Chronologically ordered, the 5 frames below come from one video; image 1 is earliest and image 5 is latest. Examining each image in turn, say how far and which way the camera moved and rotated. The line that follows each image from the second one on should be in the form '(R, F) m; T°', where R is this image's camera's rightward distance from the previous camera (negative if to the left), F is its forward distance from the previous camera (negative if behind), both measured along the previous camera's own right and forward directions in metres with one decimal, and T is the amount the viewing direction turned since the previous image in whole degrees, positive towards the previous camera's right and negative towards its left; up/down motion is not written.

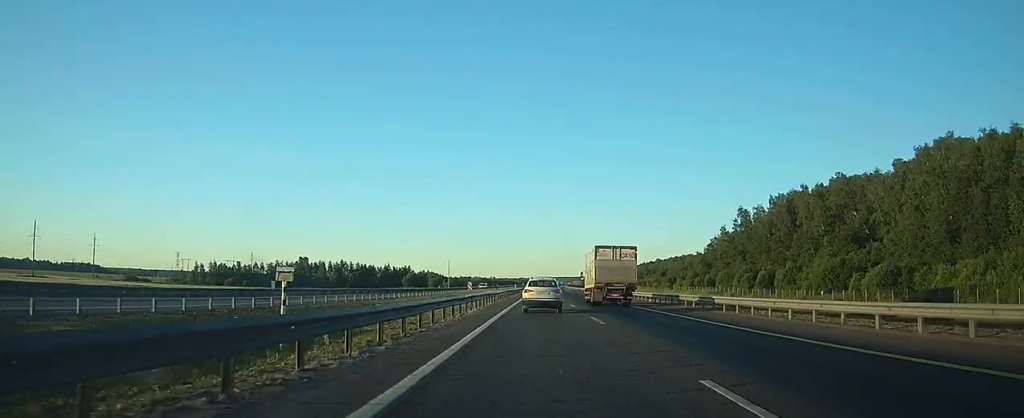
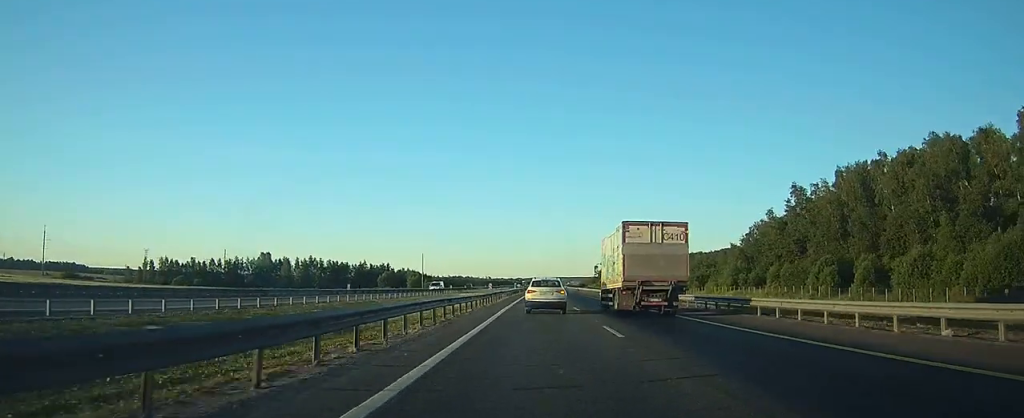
(+0.1, +37.0) m; 0°
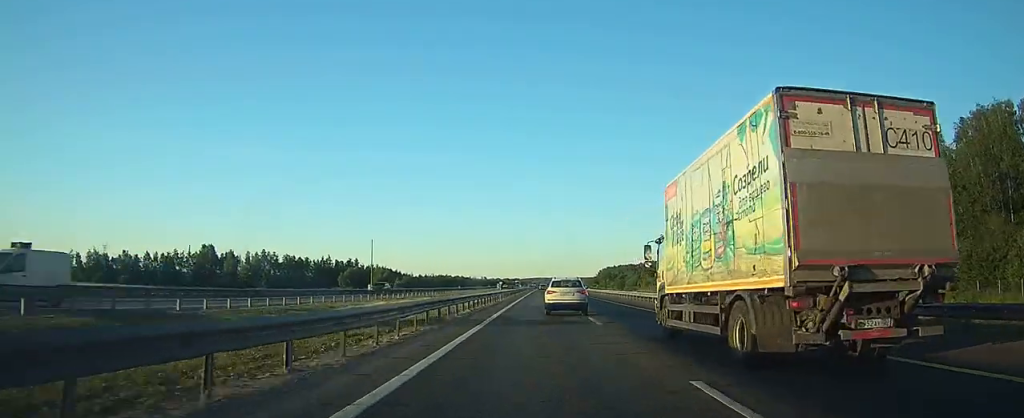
(+0.1, +42.9) m; 0°
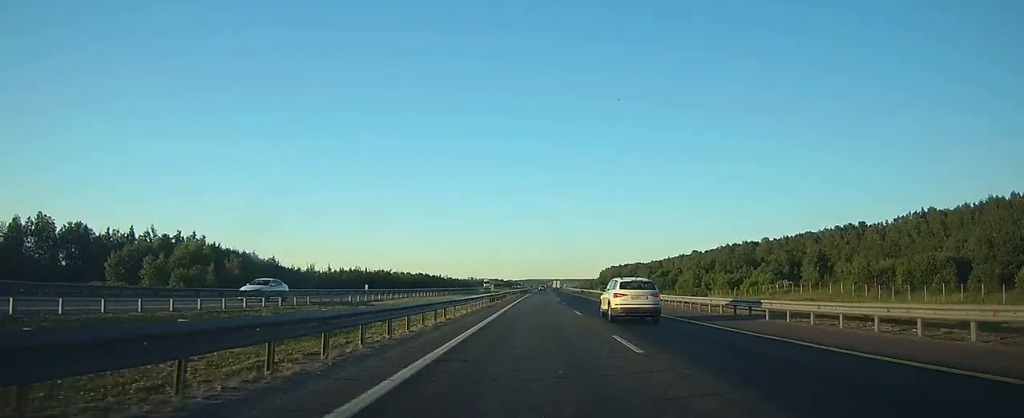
(+0.6, +104.1) m; 0°
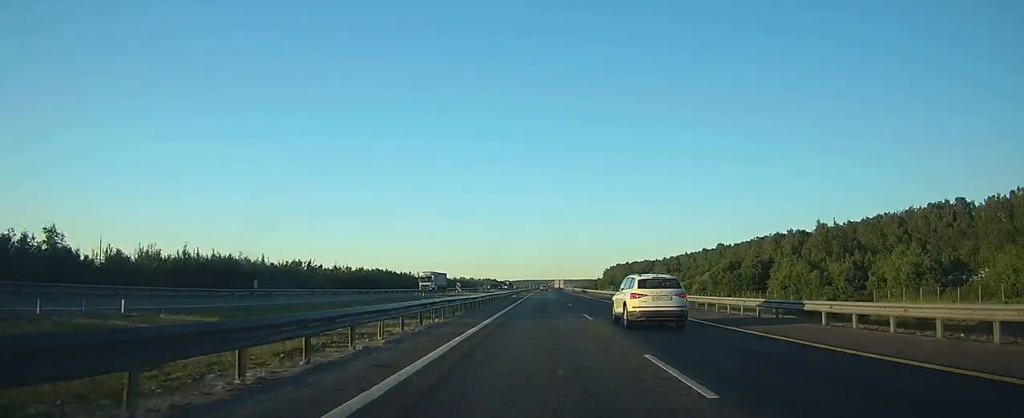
(+0.1, +68.4) m; 0°
